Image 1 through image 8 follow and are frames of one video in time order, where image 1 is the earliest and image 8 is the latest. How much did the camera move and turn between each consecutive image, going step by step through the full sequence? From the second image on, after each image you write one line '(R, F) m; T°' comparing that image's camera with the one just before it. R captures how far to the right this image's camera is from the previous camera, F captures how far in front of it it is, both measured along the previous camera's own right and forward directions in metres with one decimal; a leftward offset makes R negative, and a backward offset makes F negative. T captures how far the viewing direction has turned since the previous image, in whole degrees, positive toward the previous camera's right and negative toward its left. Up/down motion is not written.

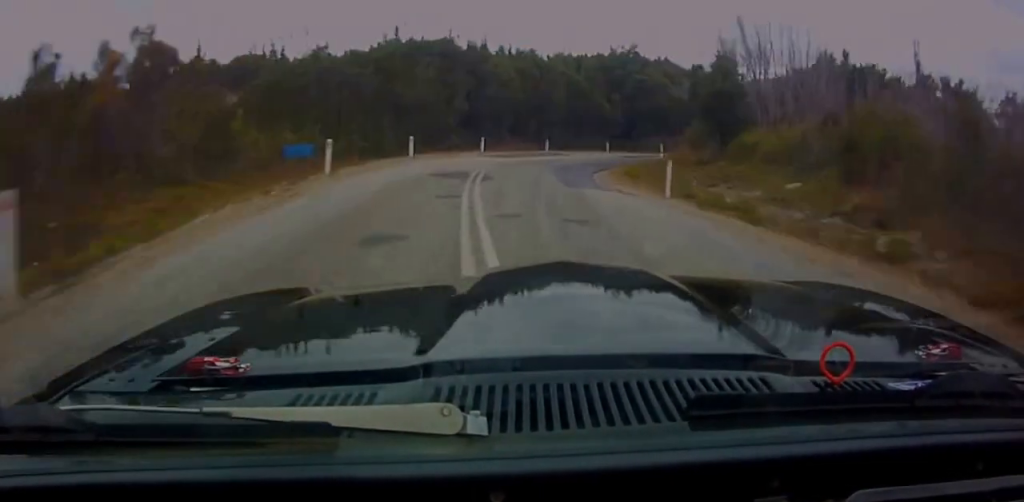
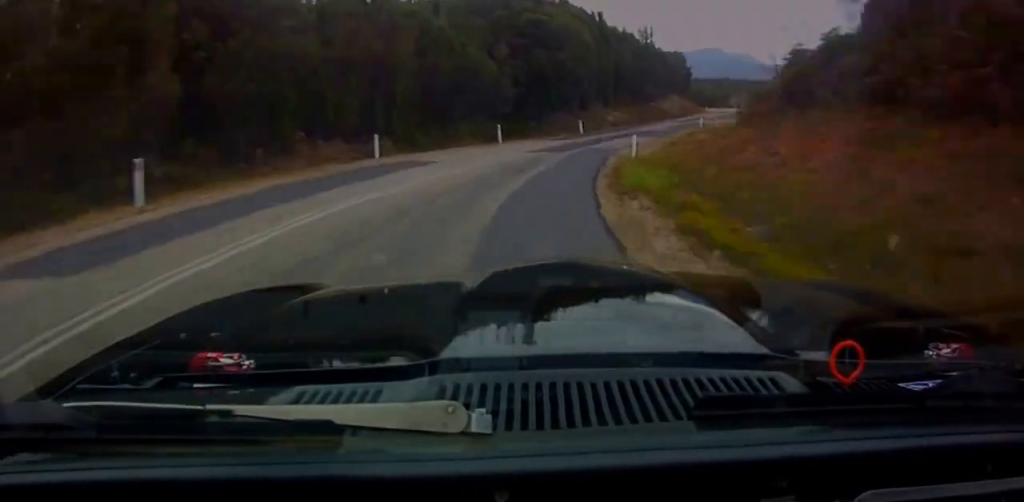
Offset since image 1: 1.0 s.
(+3.1, +30.2) m; +12°
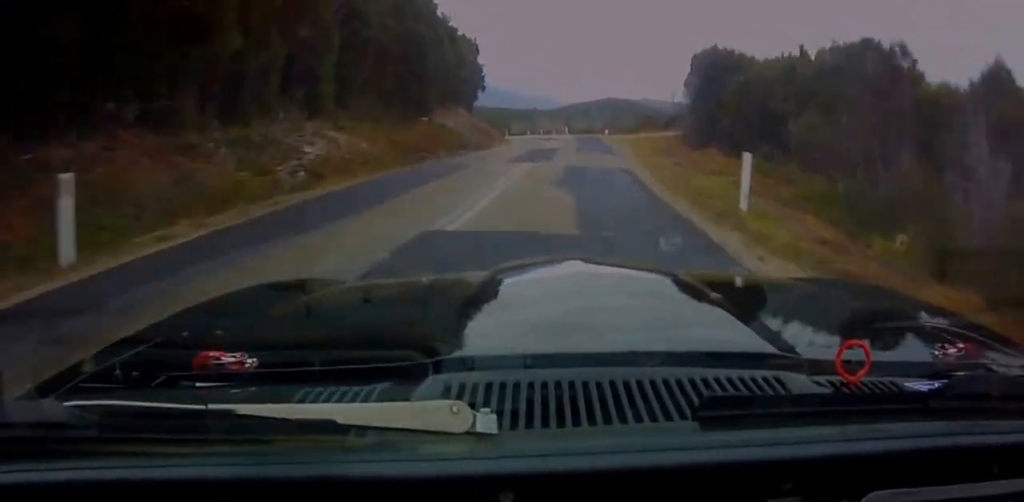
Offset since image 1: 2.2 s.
(+5.2, +40.8) m; +9°
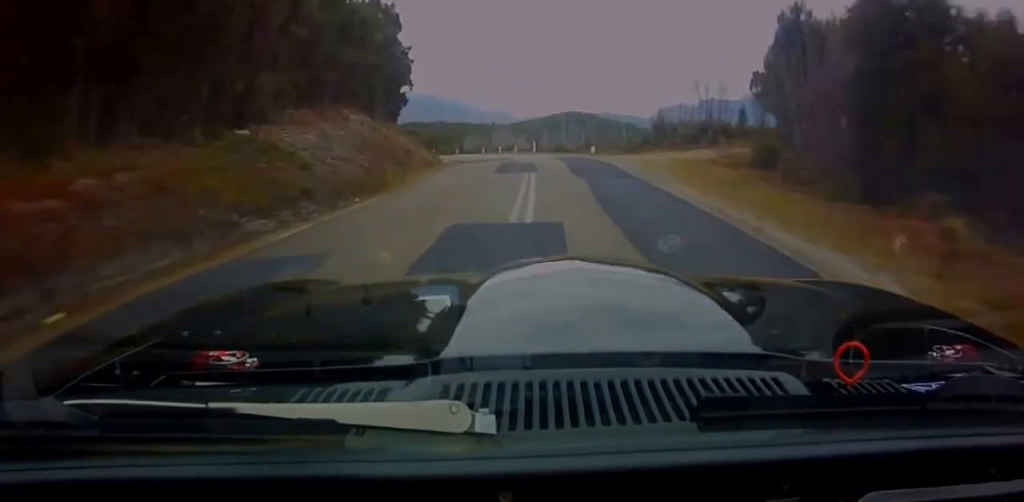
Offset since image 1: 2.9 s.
(+0.4, +23.5) m; -1°
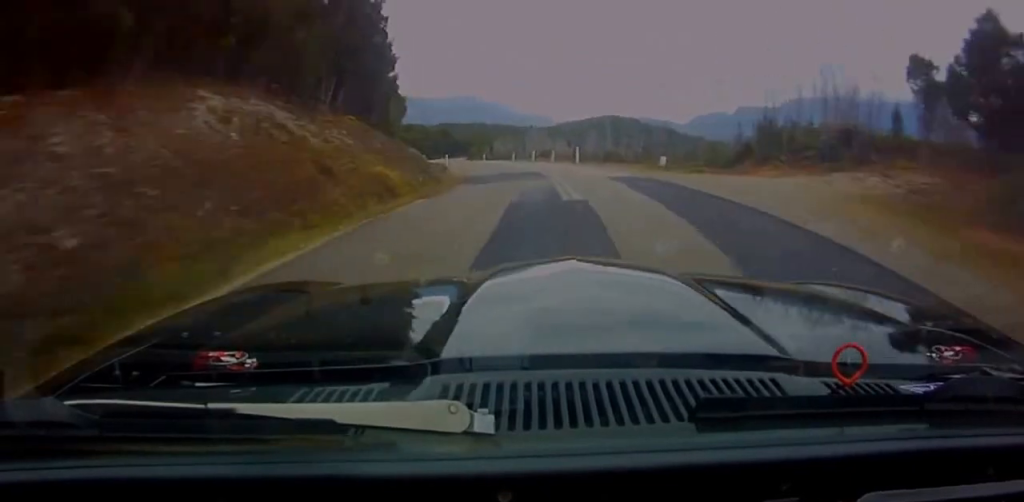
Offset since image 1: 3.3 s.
(+0.2, +15.9) m; -2°
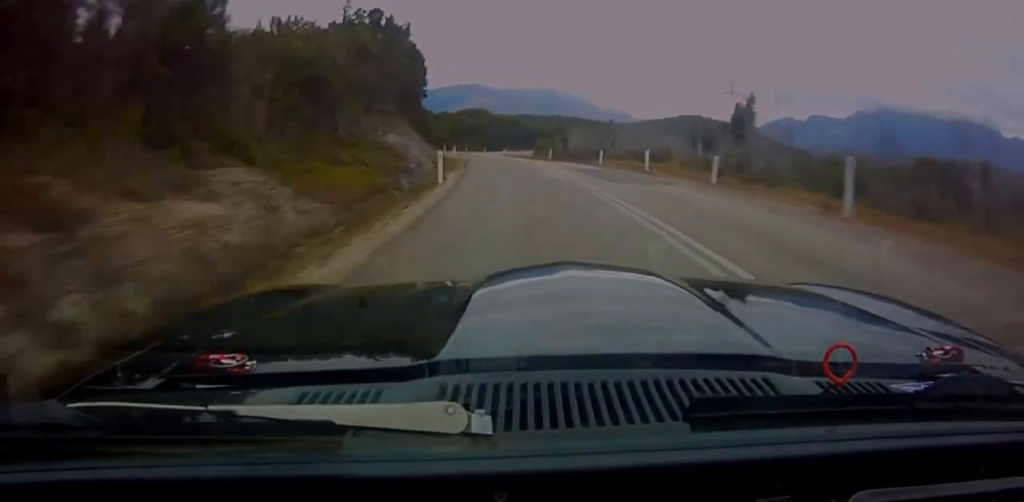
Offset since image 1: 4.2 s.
(-1.5, +33.6) m; -4°
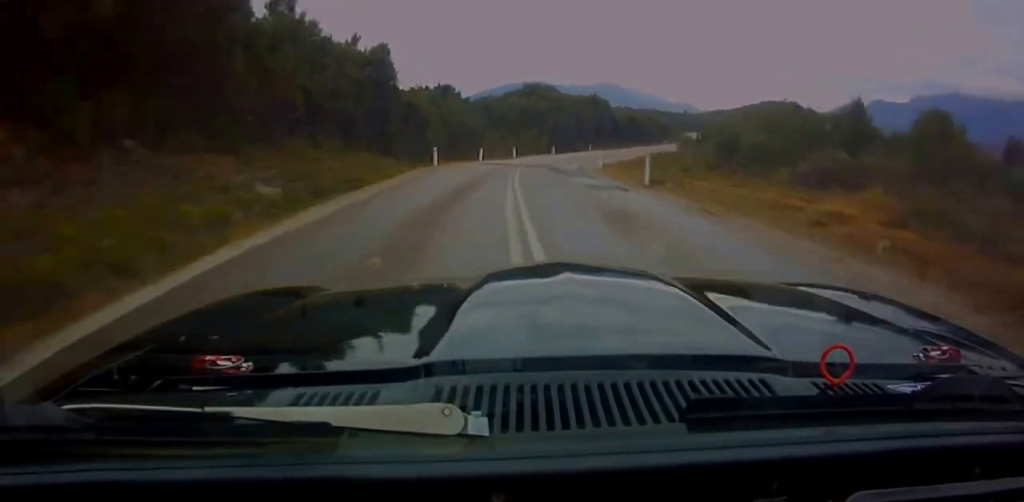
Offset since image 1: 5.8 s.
(-0.7, +65.7) m; +3°
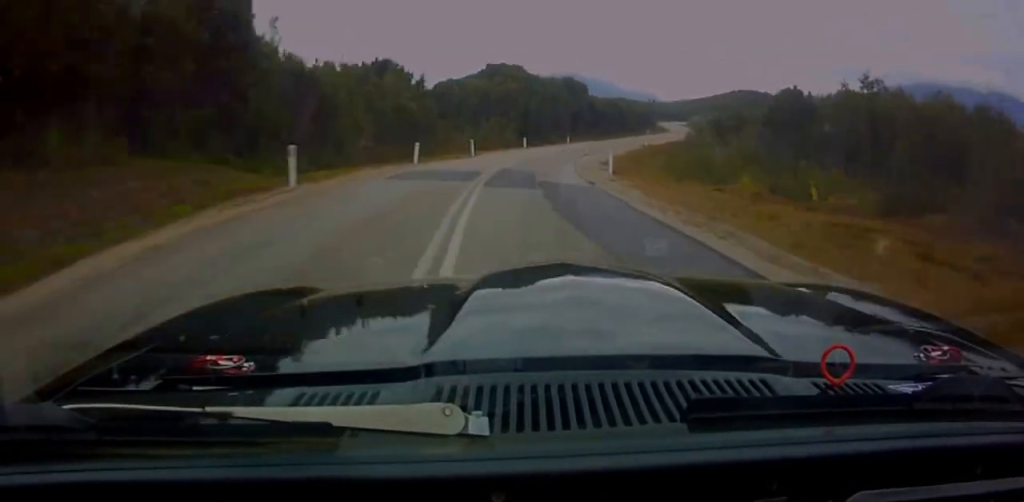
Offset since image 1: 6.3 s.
(+0.3, +17.5) m; +3°
